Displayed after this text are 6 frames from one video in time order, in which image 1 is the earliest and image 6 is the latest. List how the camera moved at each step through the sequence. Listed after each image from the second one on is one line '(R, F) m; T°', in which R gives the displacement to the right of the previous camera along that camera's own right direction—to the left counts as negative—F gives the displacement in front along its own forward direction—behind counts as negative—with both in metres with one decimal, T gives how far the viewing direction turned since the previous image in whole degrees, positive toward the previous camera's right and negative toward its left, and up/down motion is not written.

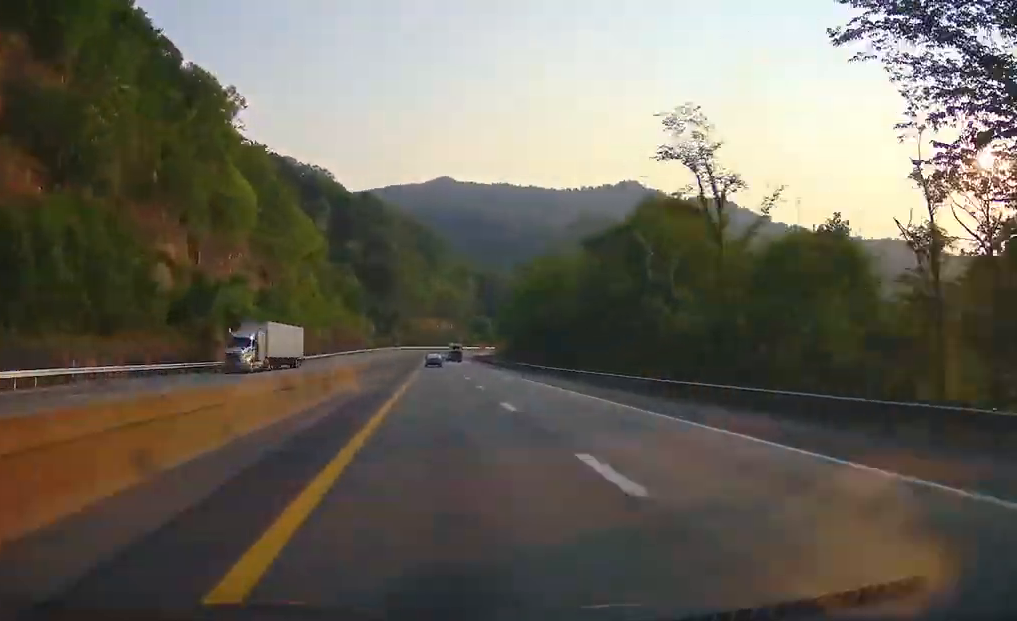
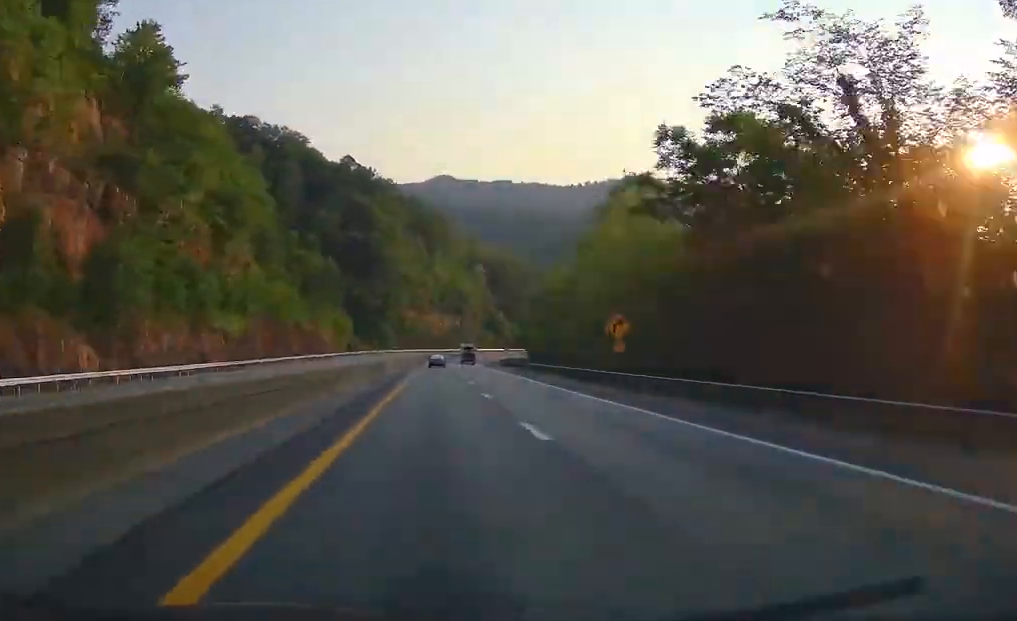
(-2.8, +66.7) m; 0°
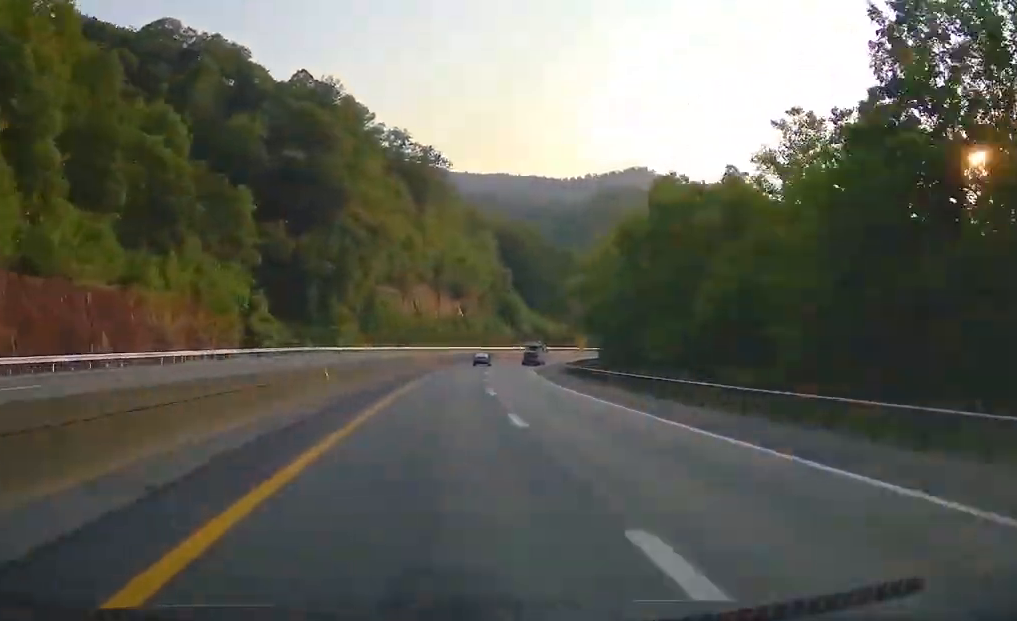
(+2.9, +81.7) m; +7°
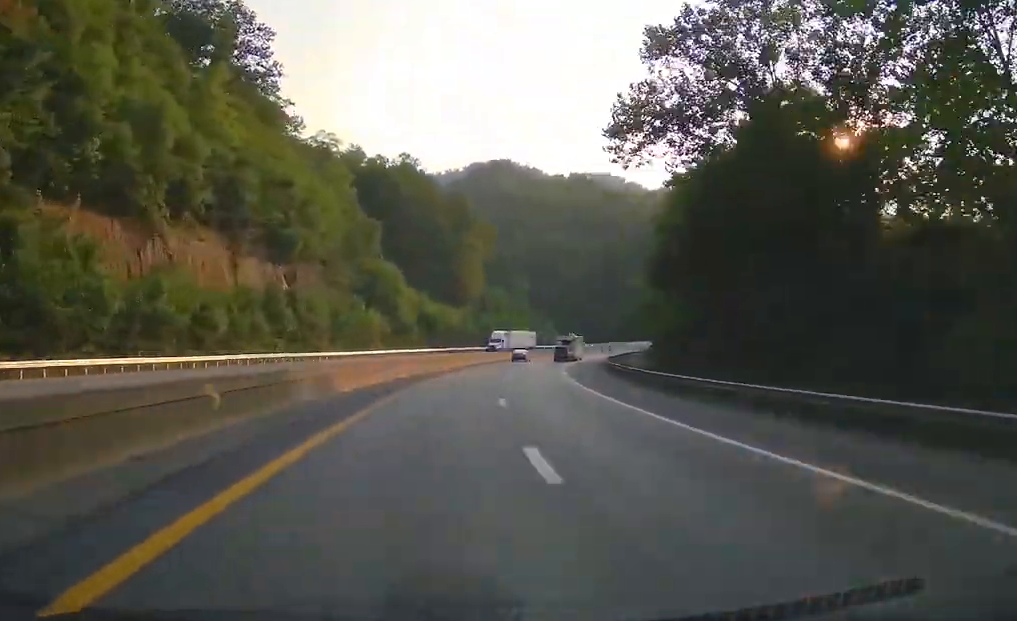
(+6.6, +91.9) m; +12°
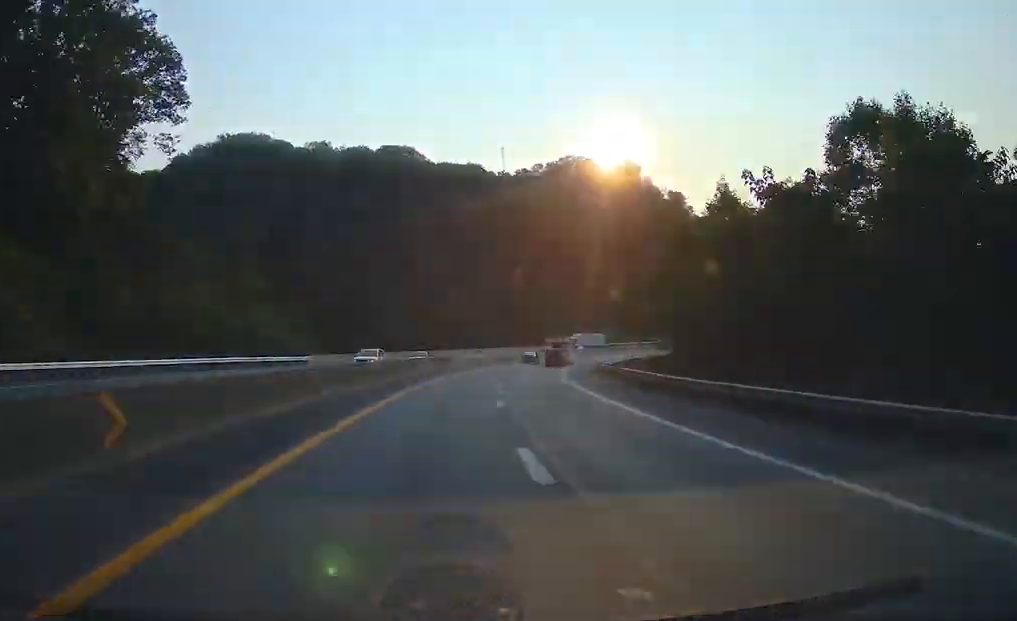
(+17.0, +109.4) m; +20°
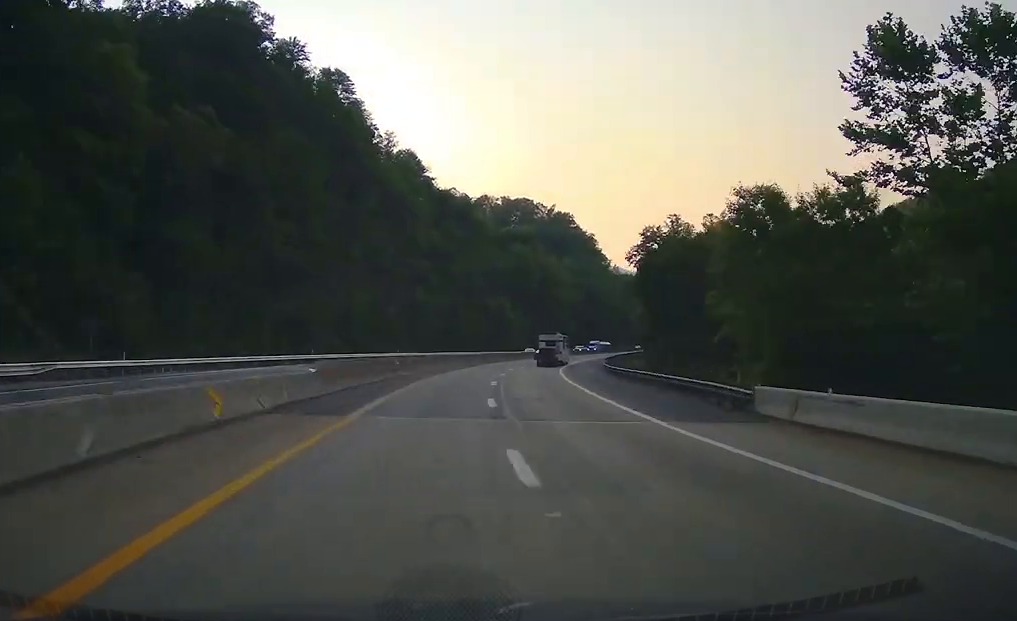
(+51.4, +175.9) m; +32°
